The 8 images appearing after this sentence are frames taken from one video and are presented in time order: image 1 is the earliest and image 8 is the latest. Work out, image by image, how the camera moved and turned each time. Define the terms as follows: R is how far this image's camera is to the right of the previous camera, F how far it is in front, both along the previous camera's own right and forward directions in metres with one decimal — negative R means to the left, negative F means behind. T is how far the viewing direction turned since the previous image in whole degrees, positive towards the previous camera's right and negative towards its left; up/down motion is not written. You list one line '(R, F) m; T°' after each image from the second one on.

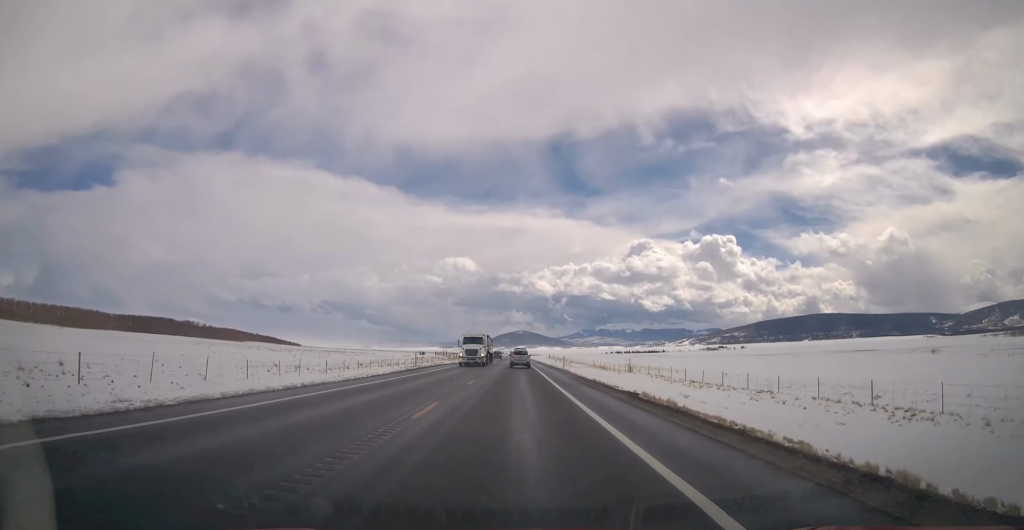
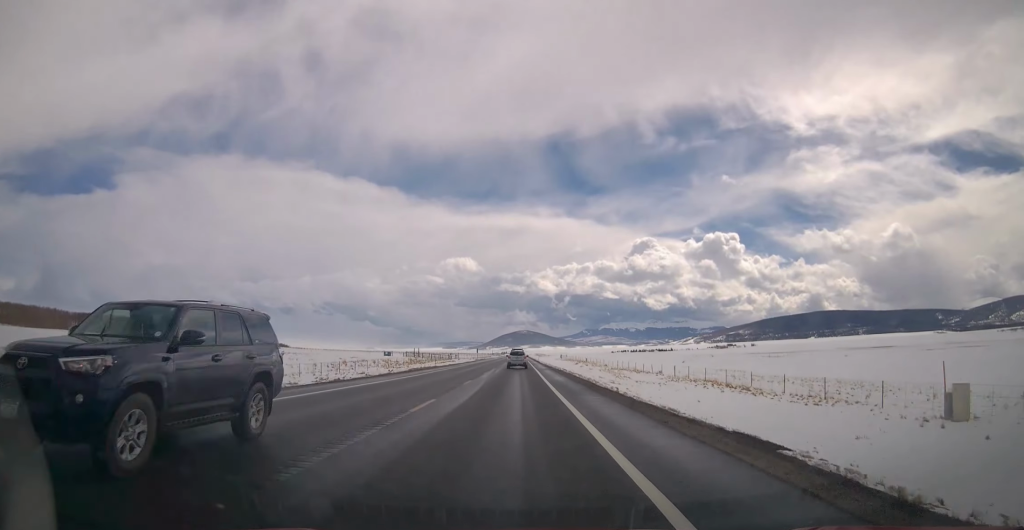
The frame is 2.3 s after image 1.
(+1.0, +60.9) m; +1°
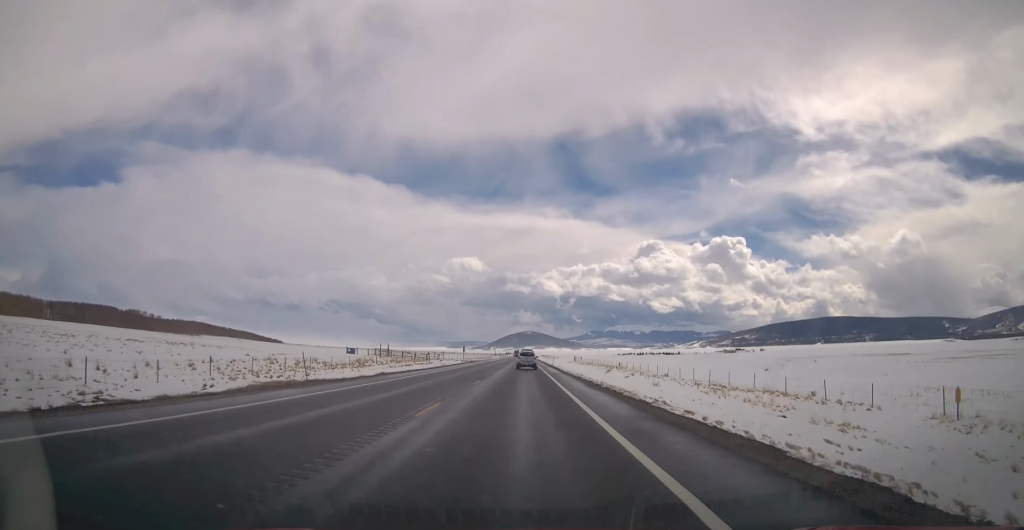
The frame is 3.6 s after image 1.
(-0.4, +37.1) m; 0°
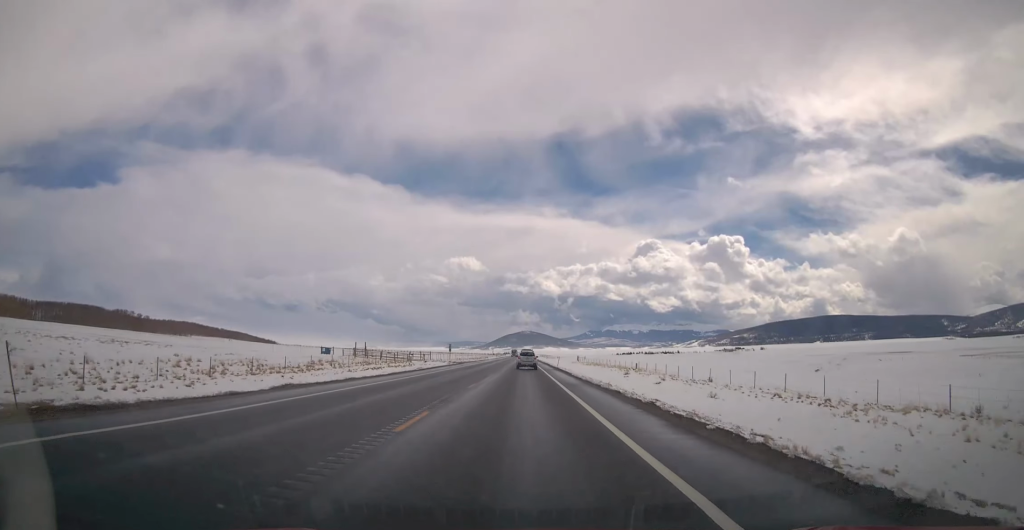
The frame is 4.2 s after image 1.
(+0.4, +14.7) m; 0°
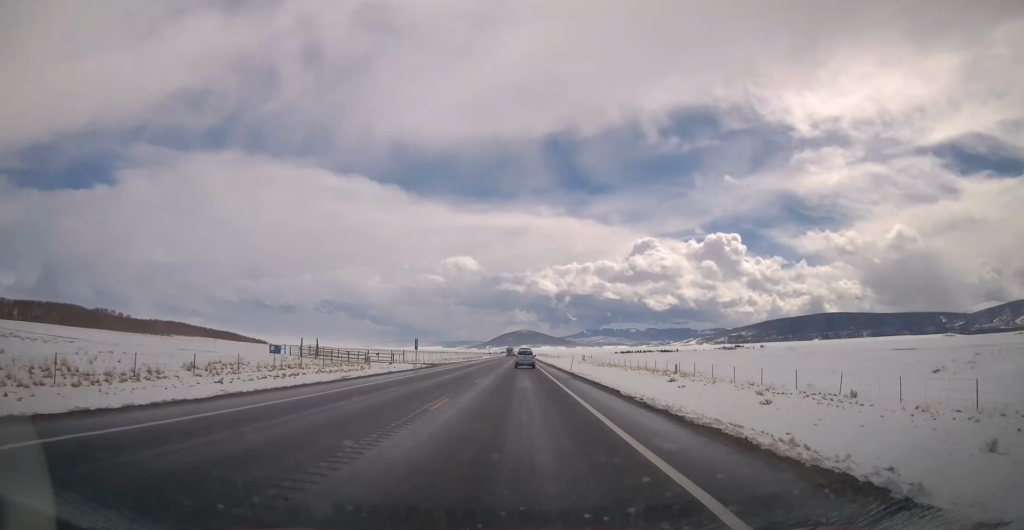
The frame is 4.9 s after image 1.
(-0.4, +20.0) m; -1°
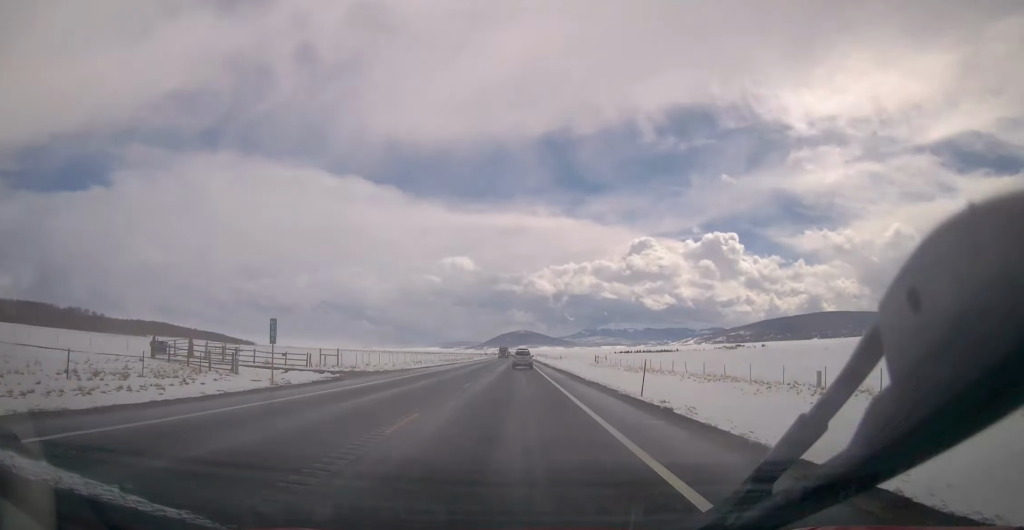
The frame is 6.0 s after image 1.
(-0.3, +28.2) m; -1°
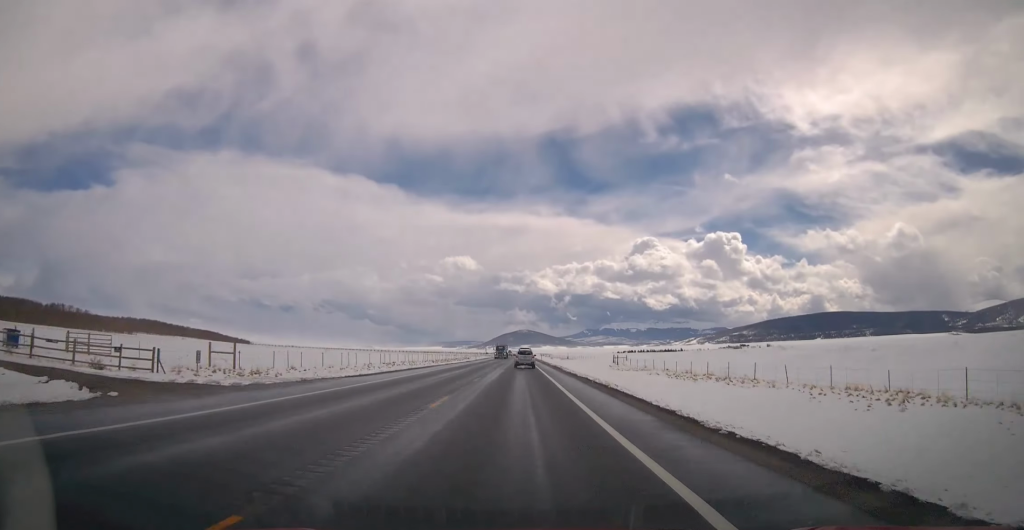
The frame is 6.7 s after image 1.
(0.0, +20.2) m; +1°
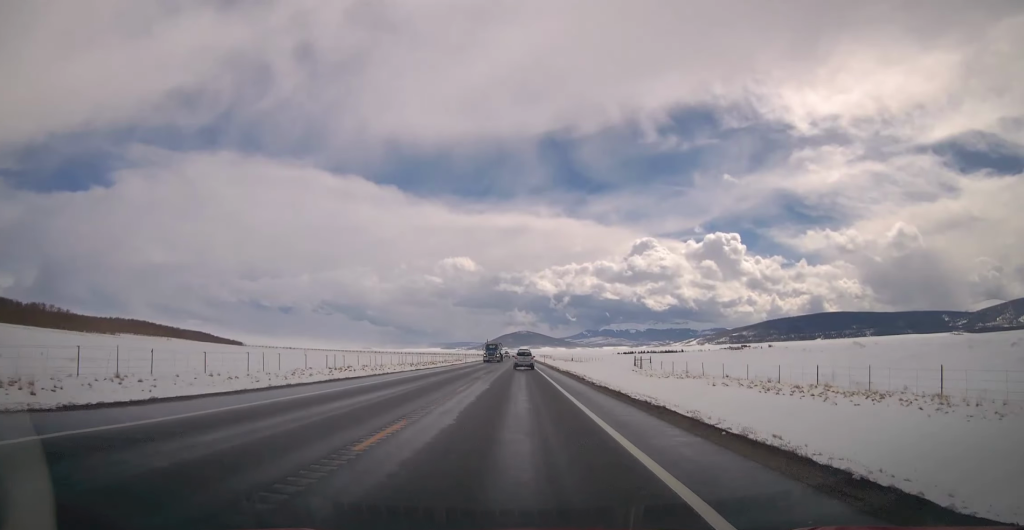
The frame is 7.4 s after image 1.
(0.0, +18.4) m; +1°
